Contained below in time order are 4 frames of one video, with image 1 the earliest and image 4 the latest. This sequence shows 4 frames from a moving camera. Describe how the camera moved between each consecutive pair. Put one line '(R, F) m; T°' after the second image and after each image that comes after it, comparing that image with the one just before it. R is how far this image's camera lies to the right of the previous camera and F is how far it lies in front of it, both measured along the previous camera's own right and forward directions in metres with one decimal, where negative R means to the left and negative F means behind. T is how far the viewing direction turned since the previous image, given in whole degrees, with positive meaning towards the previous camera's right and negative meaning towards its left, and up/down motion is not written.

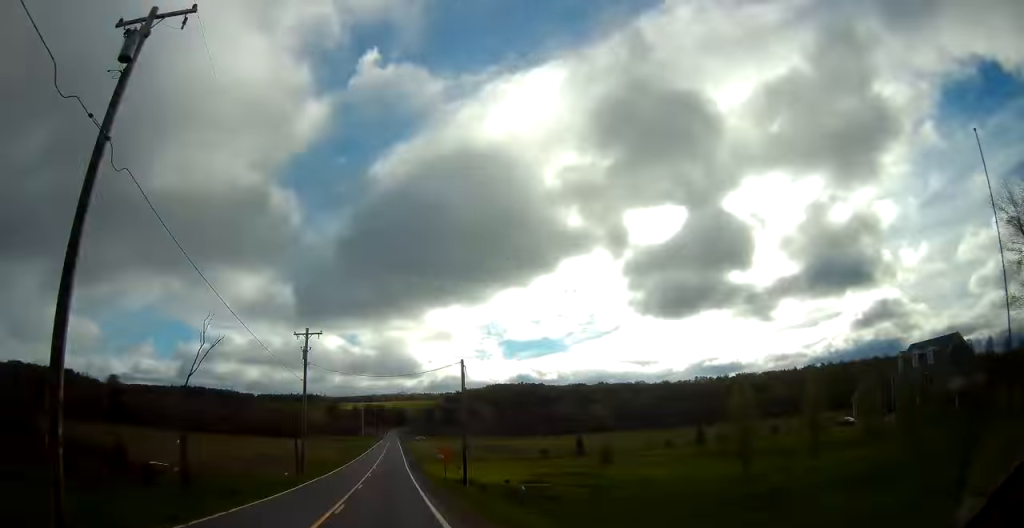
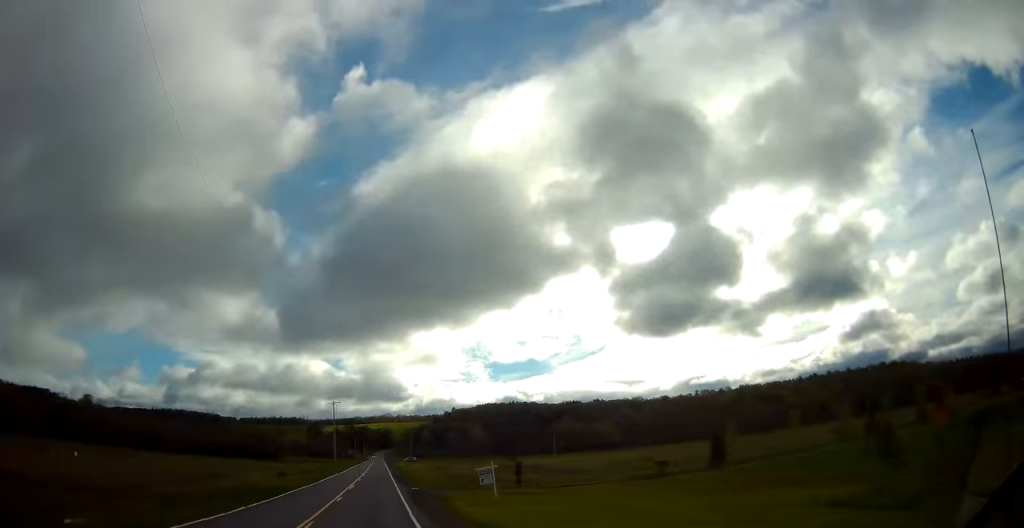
(+0.8, +41.1) m; +2°
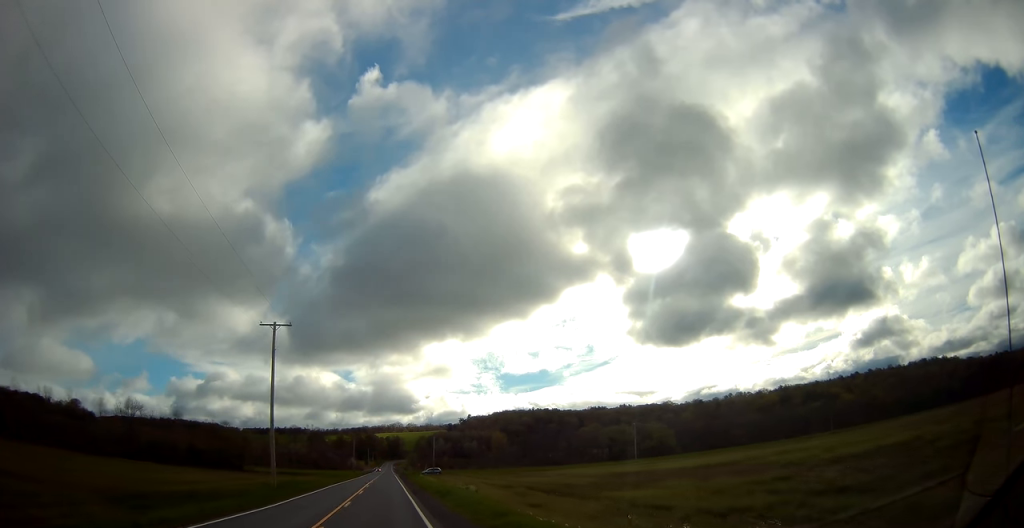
(+0.1, +61.5) m; 0°
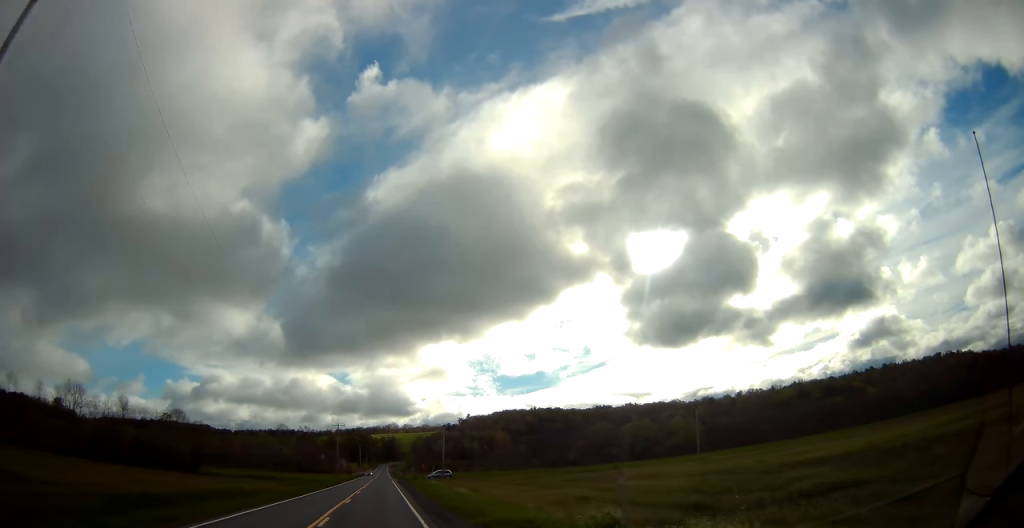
(0.0, +33.6) m; +1°
